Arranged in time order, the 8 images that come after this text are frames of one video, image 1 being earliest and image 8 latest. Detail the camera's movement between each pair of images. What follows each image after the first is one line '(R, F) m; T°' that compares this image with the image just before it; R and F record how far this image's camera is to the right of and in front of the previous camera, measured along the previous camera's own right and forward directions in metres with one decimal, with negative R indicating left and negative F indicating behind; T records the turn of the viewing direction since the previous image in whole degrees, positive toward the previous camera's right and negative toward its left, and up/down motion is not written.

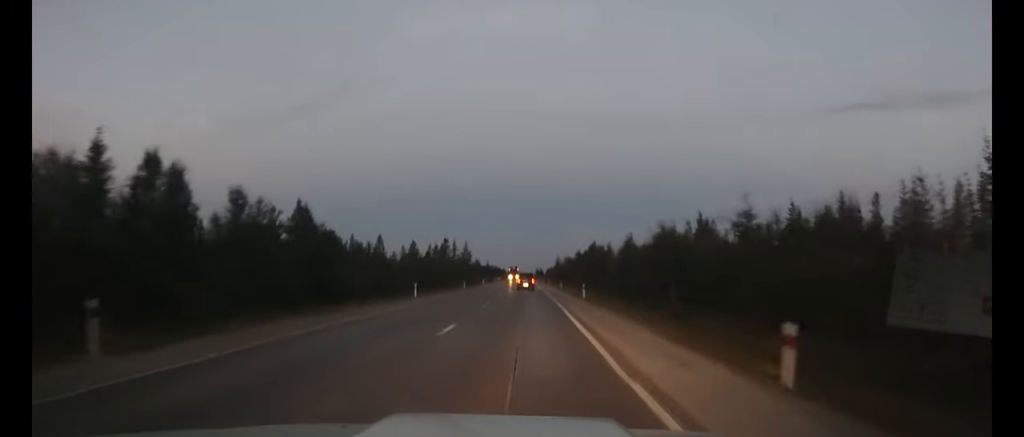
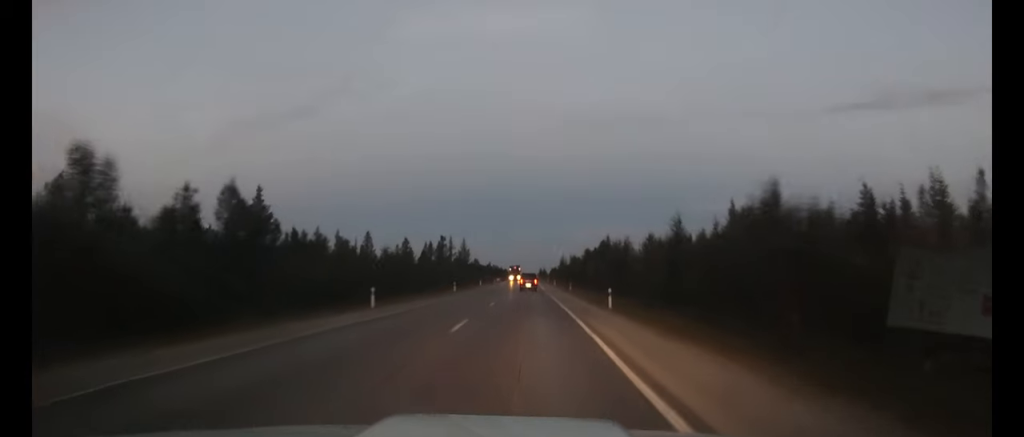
(0.0, +10.9) m; 0°
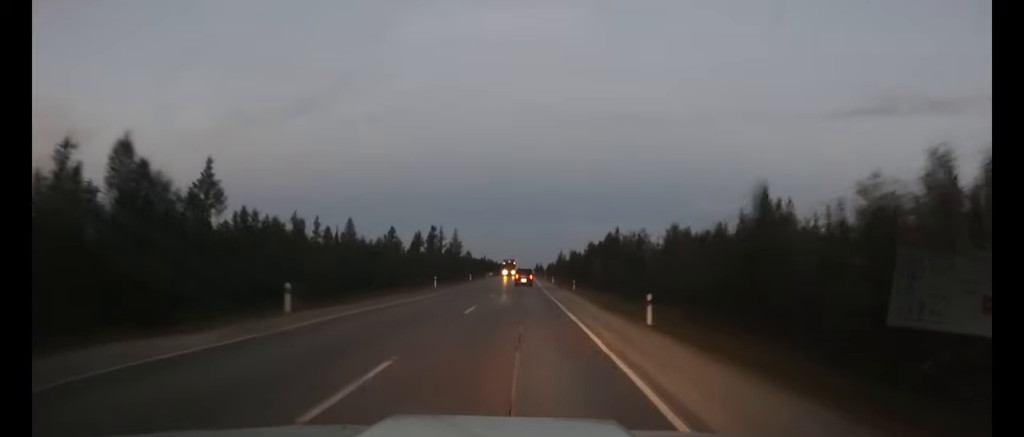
(0.0, +9.4) m; 0°
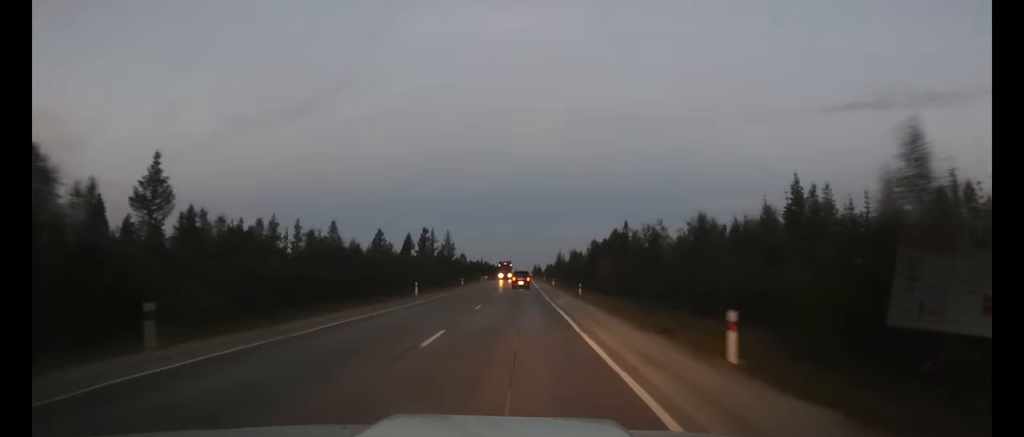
(0.0, +7.1) m; 0°
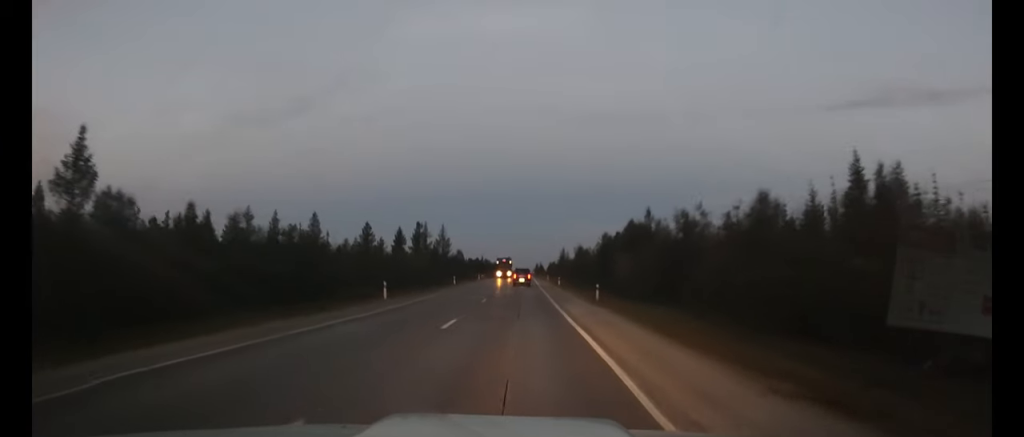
(0.0, +9.4) m; 0°
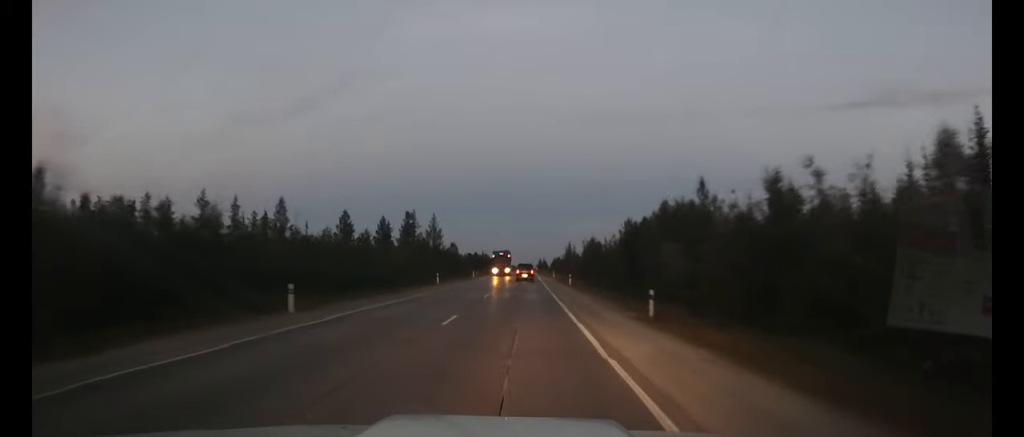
(0.0, +13.5) m; 0°
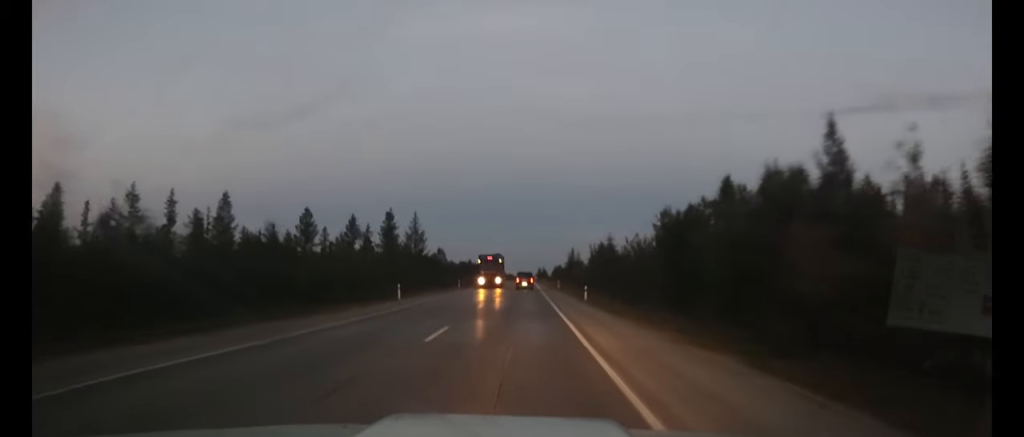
(0.0, +15.1) m; 0°
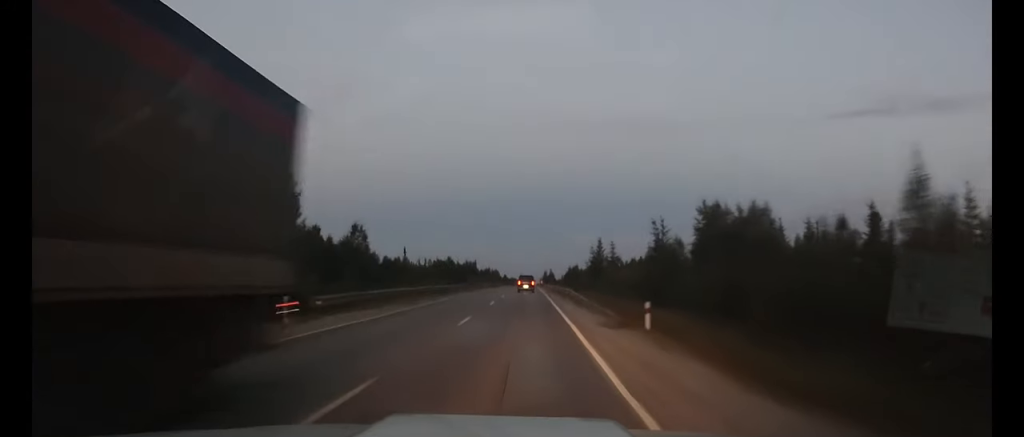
(-0.1, +47.8) m; 0°
